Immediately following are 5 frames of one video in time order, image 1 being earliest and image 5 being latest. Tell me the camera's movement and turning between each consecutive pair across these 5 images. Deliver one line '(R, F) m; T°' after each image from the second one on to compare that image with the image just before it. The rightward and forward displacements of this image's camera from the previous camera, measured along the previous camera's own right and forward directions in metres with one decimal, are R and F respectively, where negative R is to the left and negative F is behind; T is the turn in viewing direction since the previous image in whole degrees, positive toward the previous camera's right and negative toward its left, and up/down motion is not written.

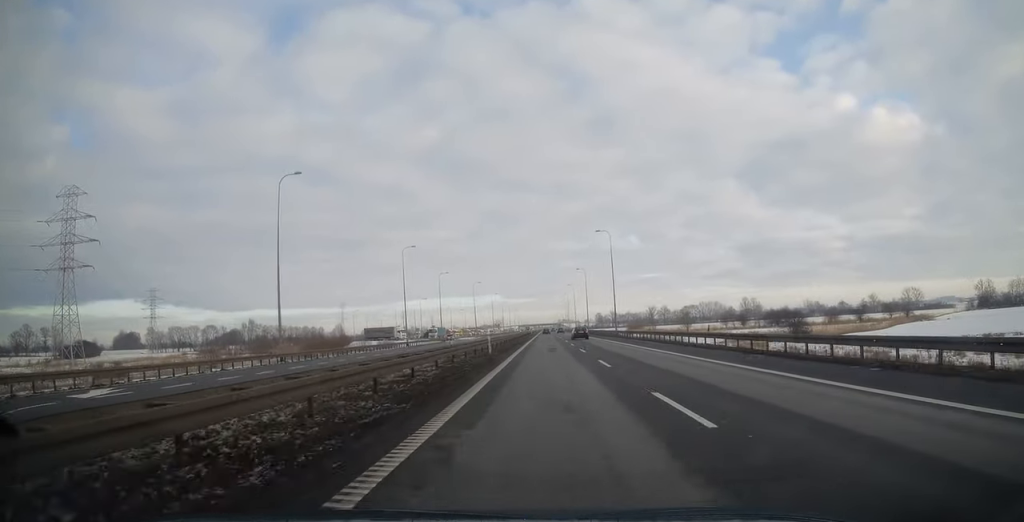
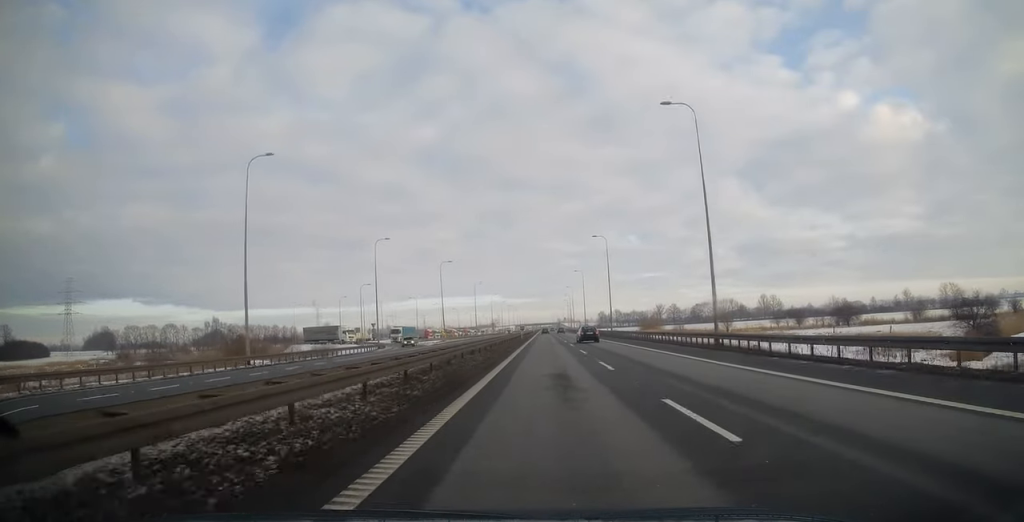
(+0.4, +46.7) m; +1°
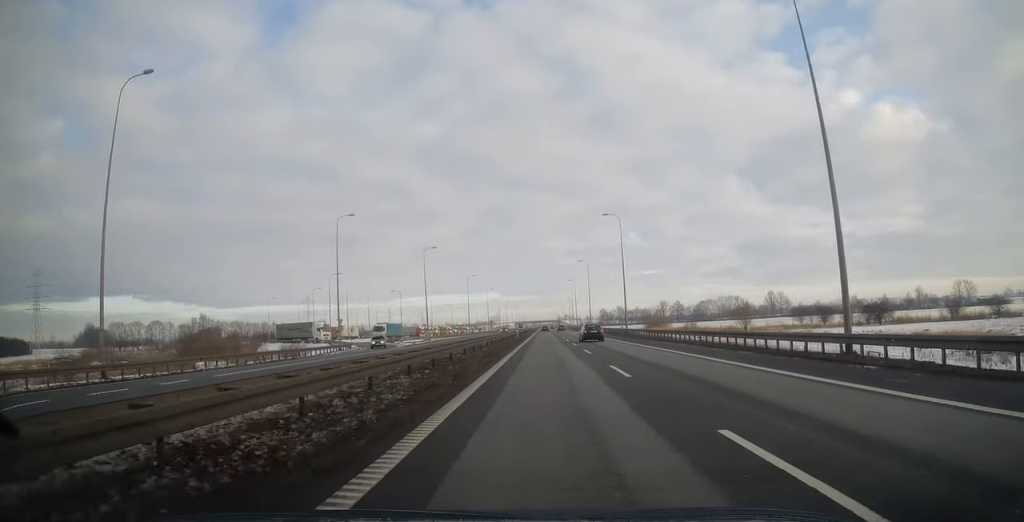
(0.0, +14.5) m; 0°
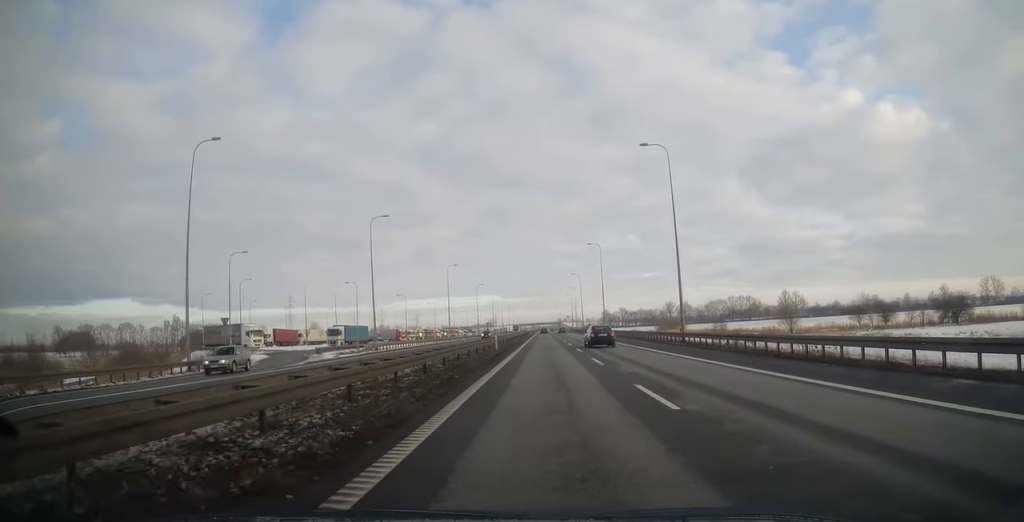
(0.0, +26.5) m; 0°
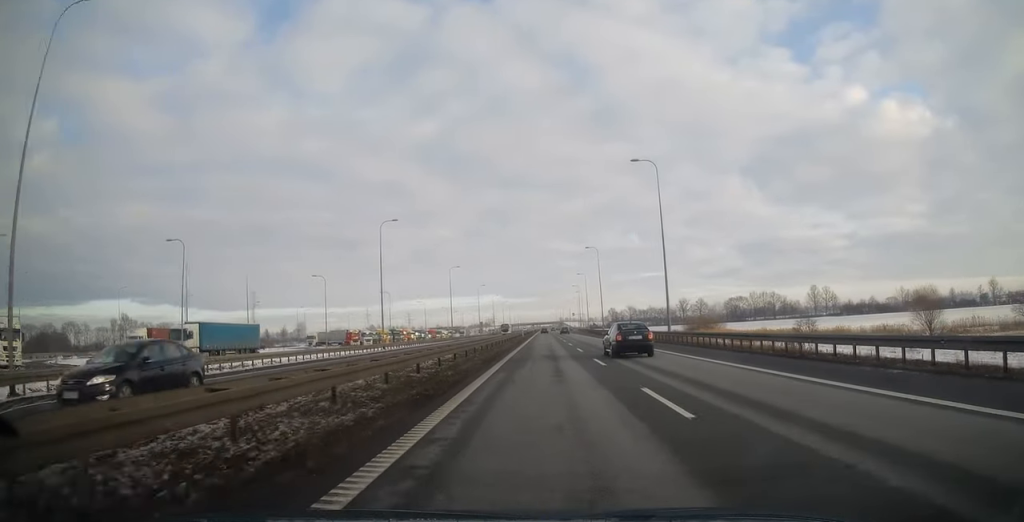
(-0.2, +44.2) m; 0°
